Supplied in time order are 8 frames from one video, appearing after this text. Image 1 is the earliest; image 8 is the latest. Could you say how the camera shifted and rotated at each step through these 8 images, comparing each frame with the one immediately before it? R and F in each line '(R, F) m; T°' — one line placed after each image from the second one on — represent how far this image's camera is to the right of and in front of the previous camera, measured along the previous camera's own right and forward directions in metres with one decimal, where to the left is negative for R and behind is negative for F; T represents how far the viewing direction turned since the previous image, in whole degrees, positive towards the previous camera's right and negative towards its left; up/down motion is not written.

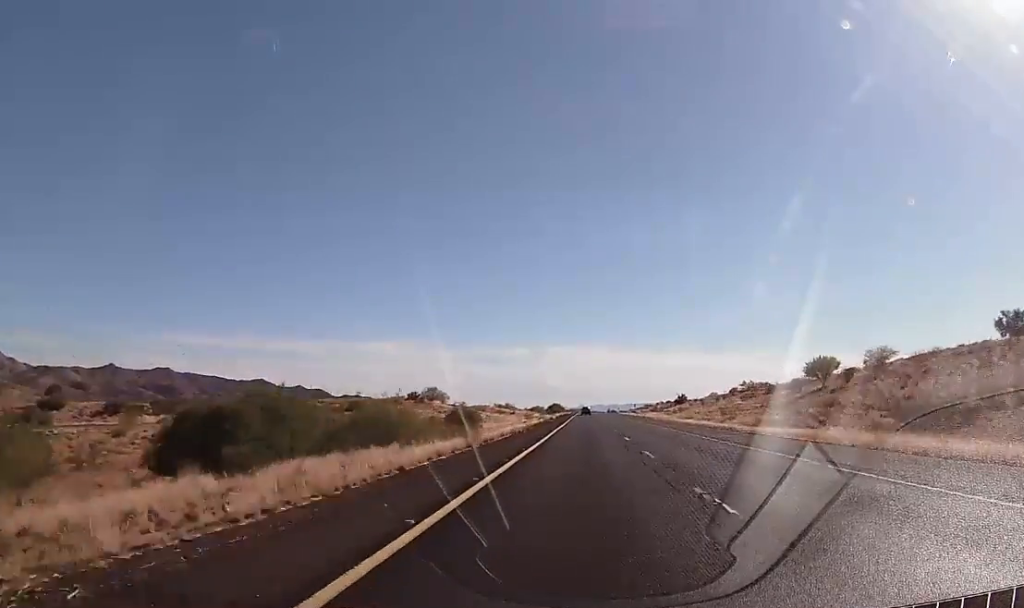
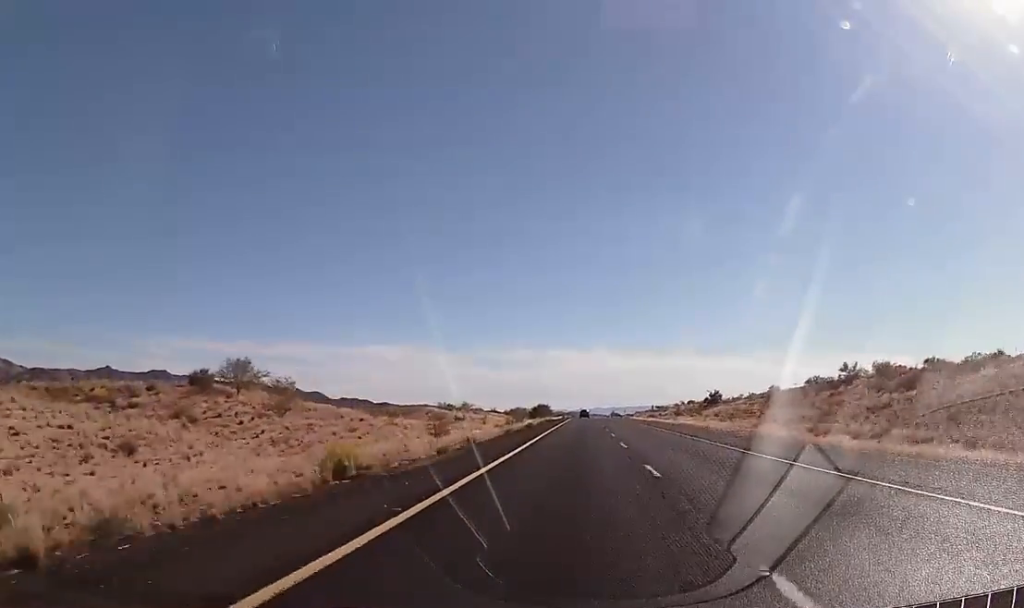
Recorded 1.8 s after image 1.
(+0.6, +66.9) m; 0°
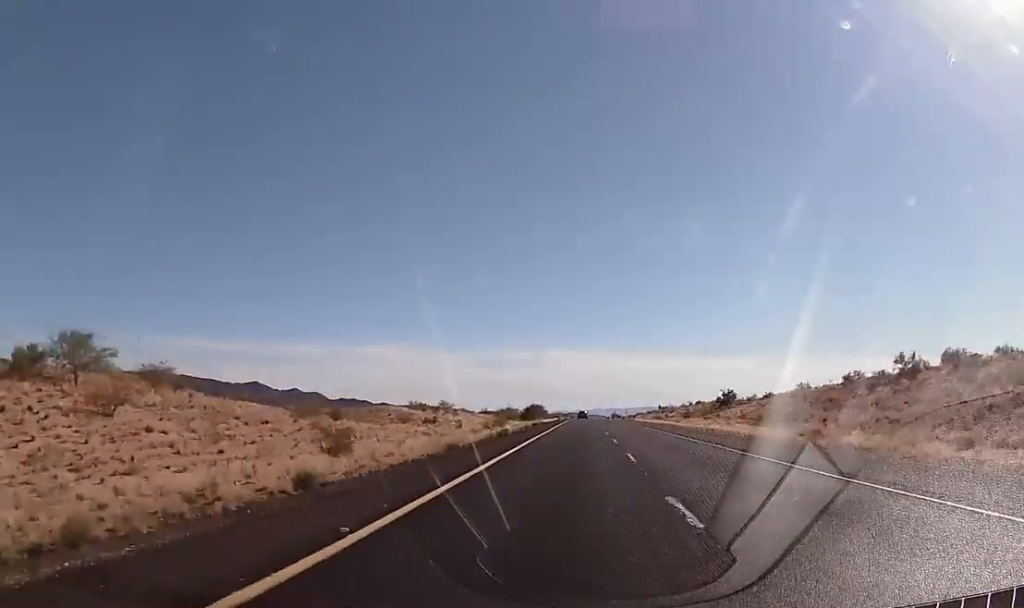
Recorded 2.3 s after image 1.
(-0.2, +18.8) m; 0°
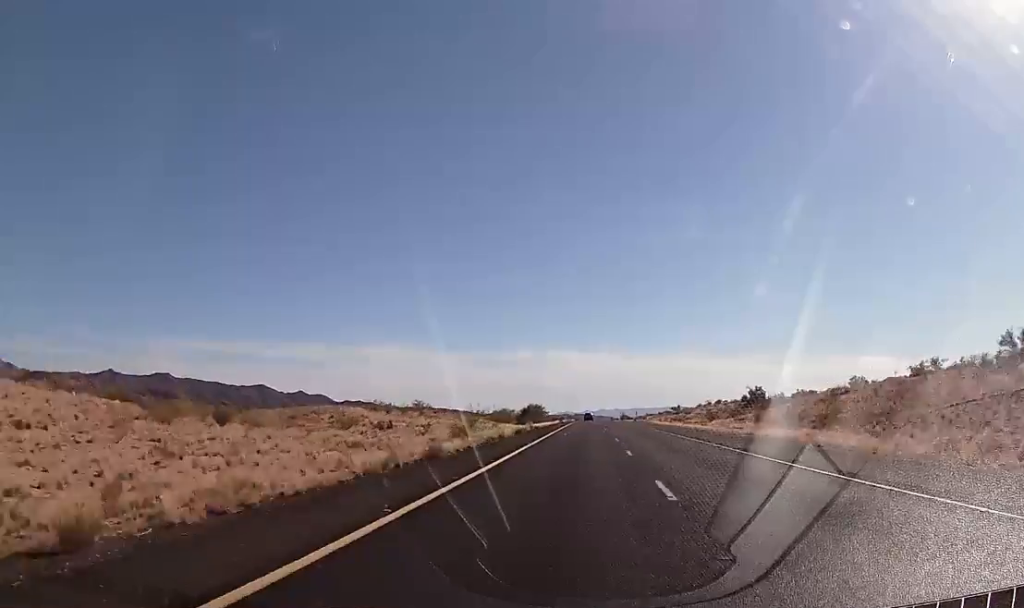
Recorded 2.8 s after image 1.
(0.0, +21.4) m; 0°
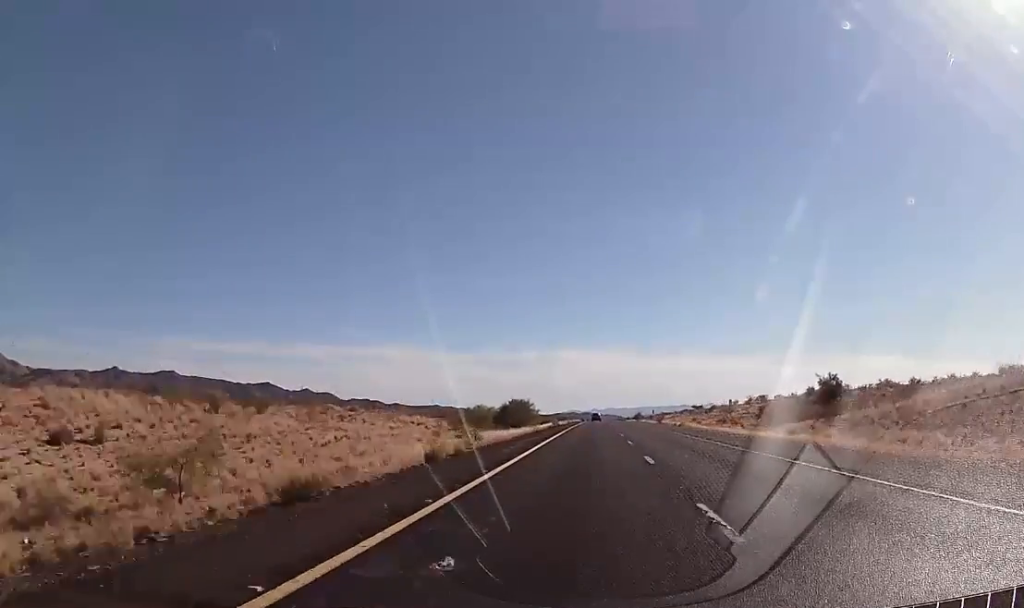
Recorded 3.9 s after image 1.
(+0.2, +40.4) m; 0°
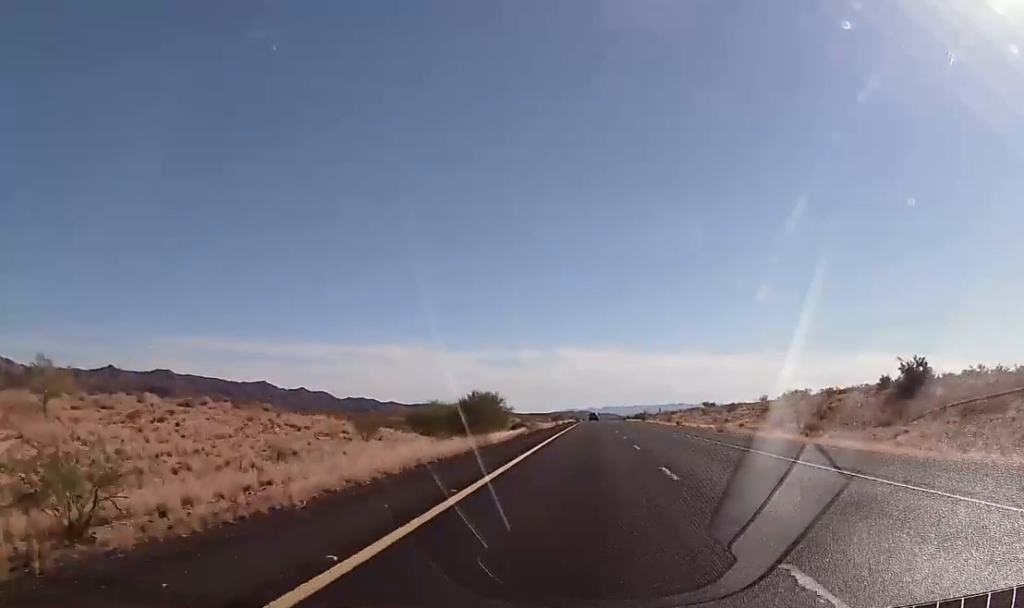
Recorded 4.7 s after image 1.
(-0.2, +29.1) m; 0°
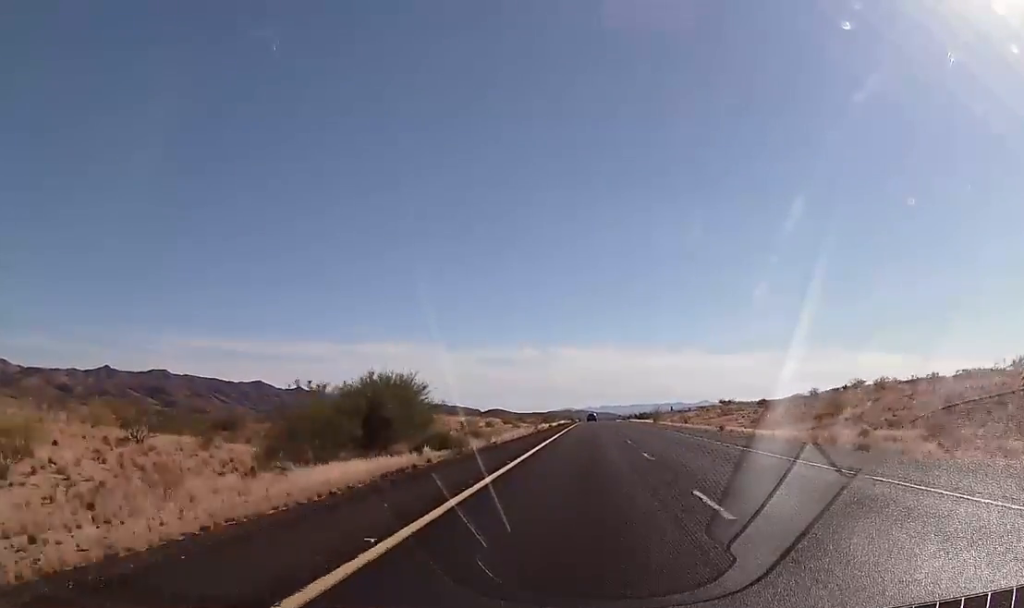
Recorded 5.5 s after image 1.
(0.0, +30.3) m; 0°
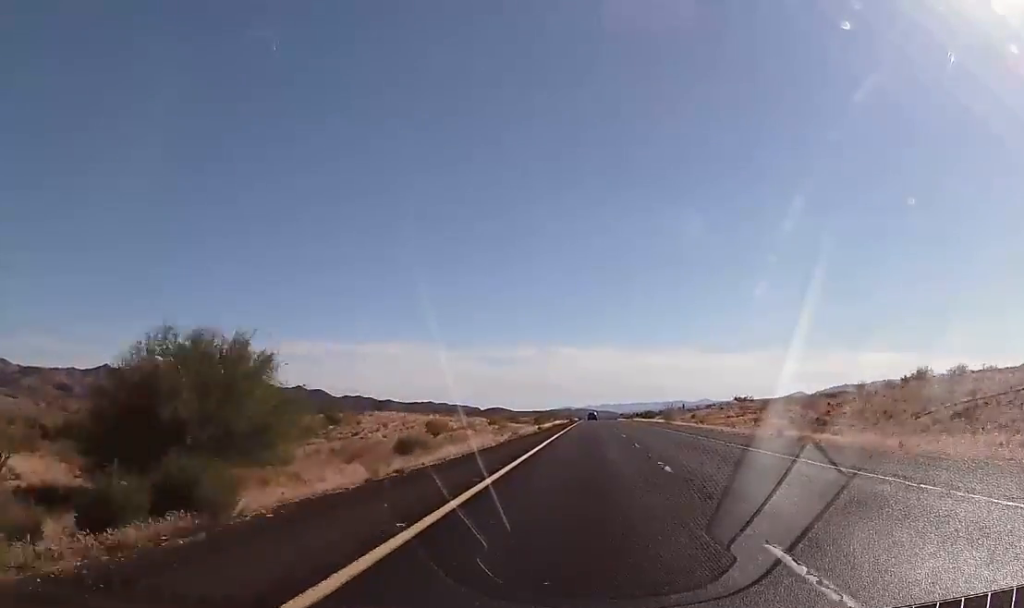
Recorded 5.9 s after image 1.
(0.0, +17.7) m; 0°
